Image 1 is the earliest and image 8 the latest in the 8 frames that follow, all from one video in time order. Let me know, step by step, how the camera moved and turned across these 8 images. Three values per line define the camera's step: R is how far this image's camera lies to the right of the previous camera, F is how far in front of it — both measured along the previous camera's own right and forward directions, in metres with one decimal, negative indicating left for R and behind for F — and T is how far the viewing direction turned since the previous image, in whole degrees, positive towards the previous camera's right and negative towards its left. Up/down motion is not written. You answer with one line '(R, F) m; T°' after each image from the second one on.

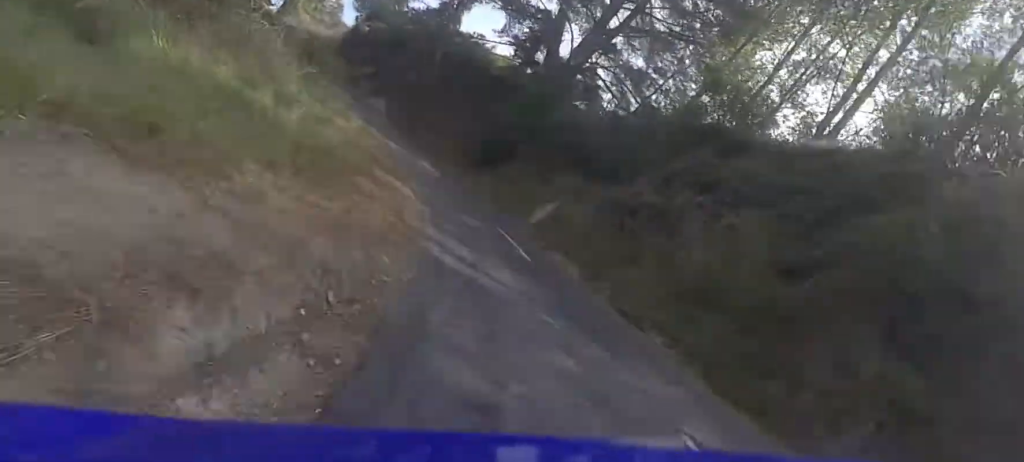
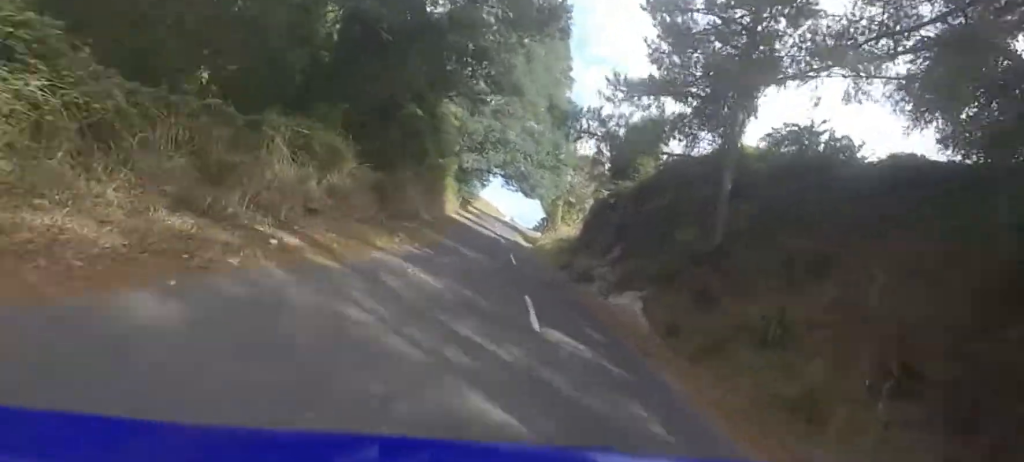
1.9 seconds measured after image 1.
(-7.4, +13.2) m; -41°
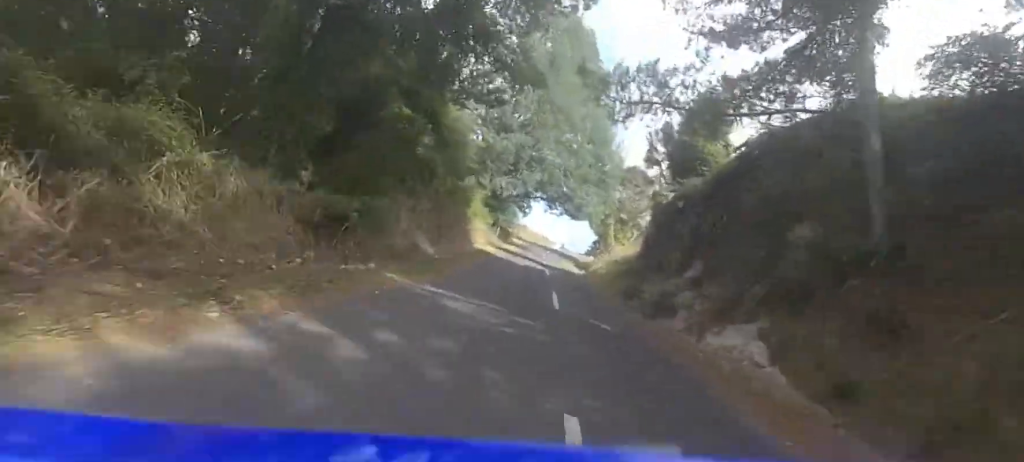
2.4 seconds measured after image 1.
(+0.6, +4.9) m; -11°
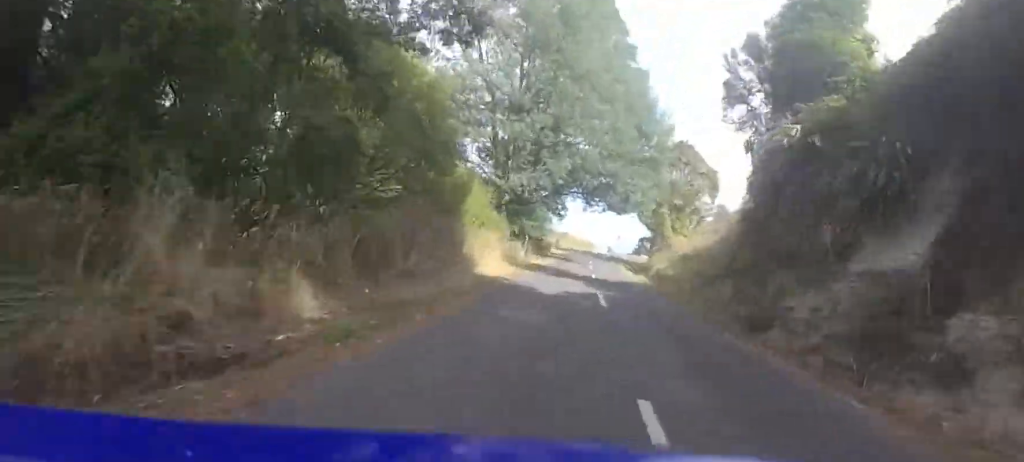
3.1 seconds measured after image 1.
(-2.1, +8.1) m; -12°
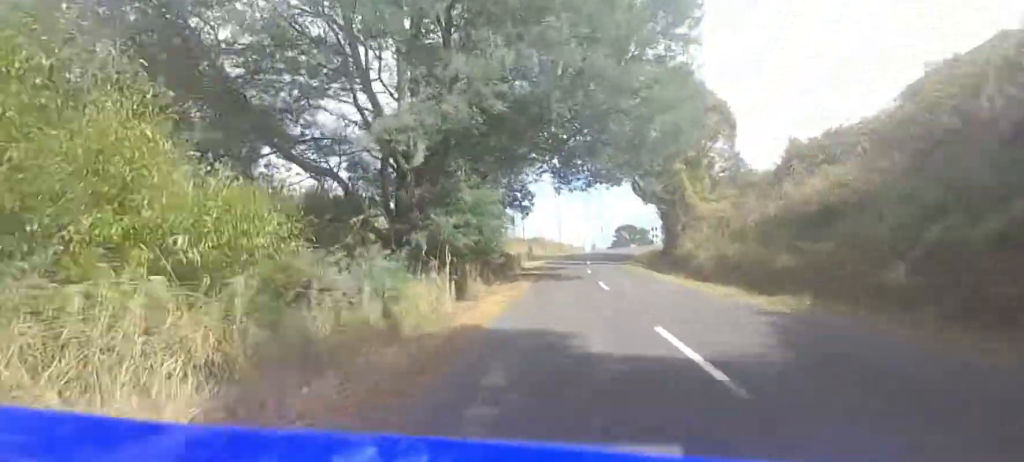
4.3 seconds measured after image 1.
(-1.6, +14.0) m; -8°
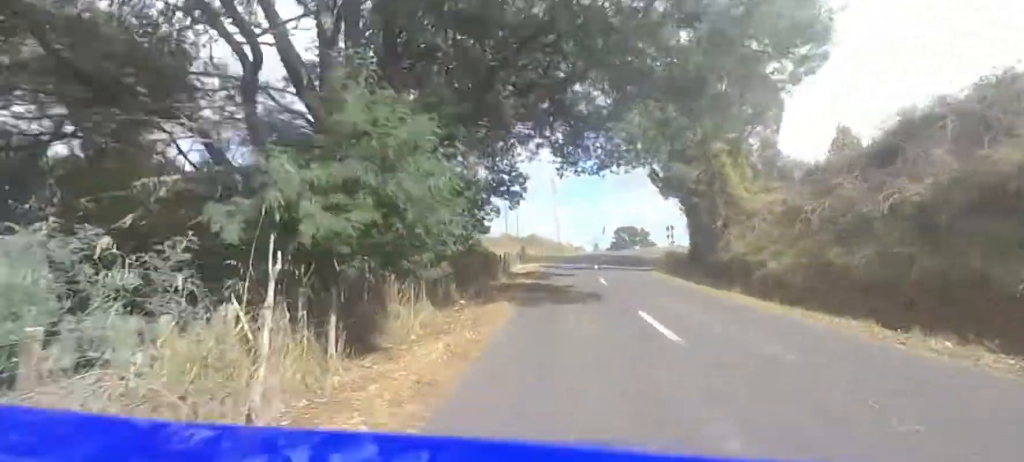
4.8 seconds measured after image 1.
(-0.1, +6.5) m; -2°
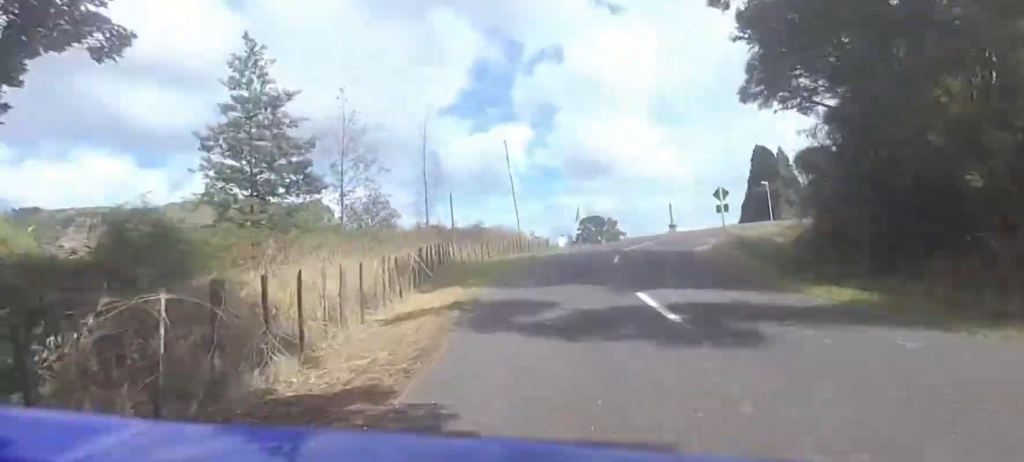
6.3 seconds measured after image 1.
(-1.4, +19.3) m; -13°
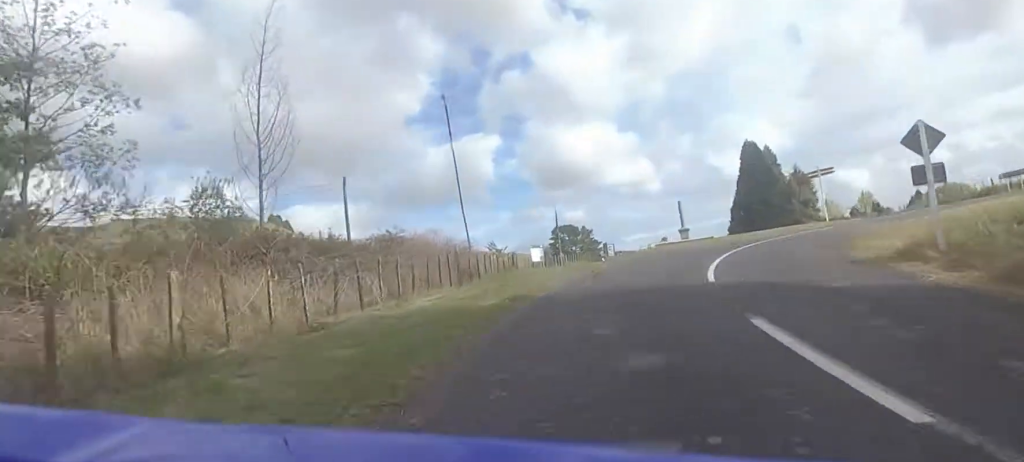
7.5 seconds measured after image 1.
(-2.2, +18.1) m; -10°
